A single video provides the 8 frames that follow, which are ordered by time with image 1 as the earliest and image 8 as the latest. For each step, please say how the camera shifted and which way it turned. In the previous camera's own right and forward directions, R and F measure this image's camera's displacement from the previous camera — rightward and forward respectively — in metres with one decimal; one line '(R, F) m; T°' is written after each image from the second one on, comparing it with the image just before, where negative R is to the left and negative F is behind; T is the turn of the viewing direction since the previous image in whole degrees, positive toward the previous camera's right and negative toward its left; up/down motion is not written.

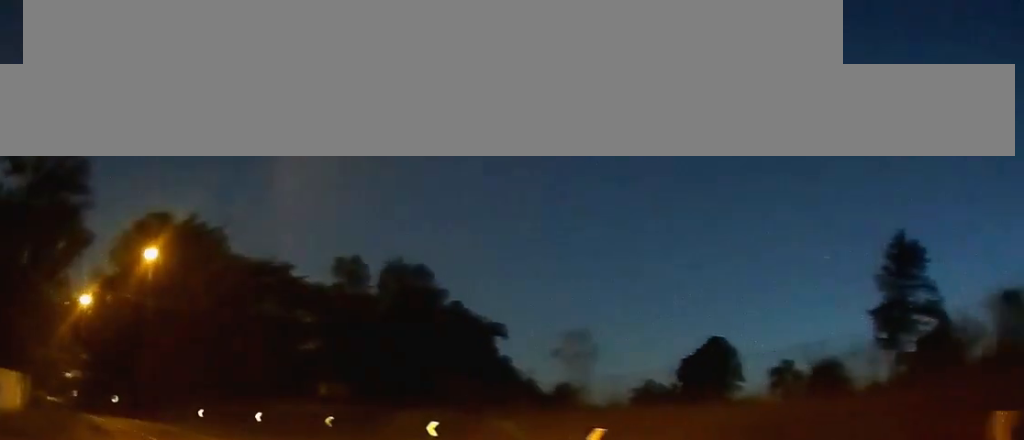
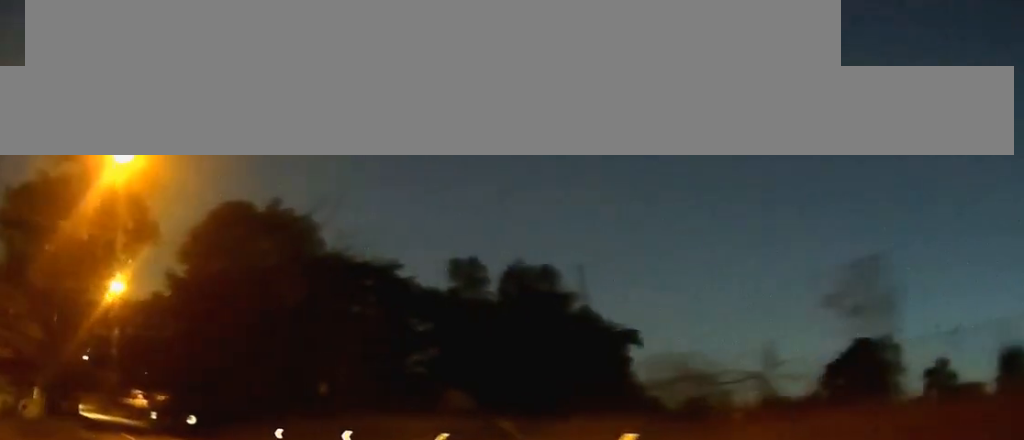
(-1.1, +14.1) m; -8°
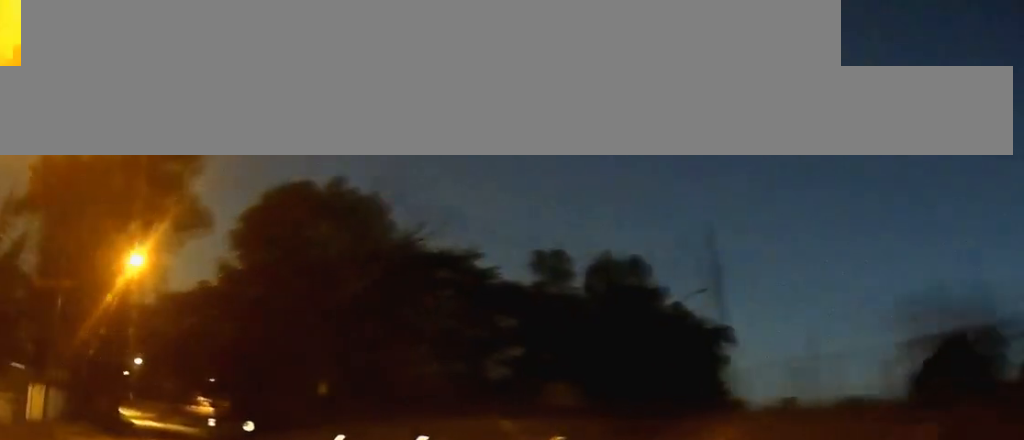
(-0.2, +8.5) m; -5°
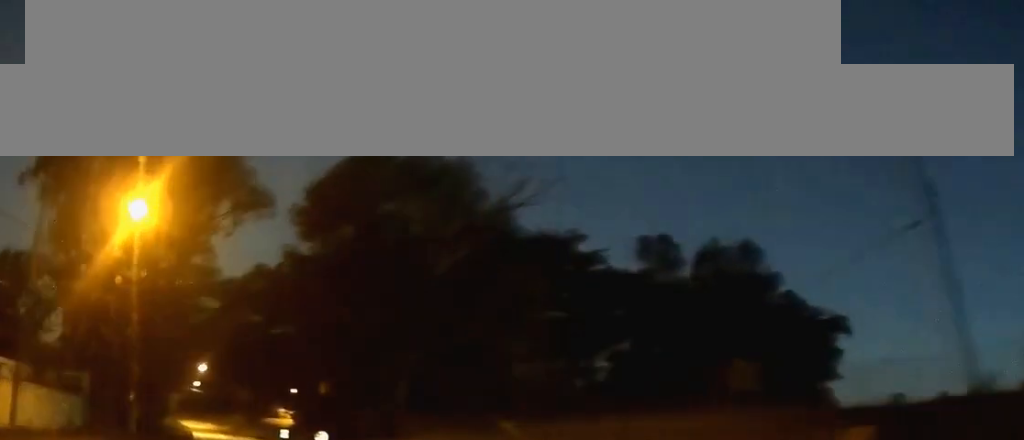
(-0.6, +10.6) m; -6°
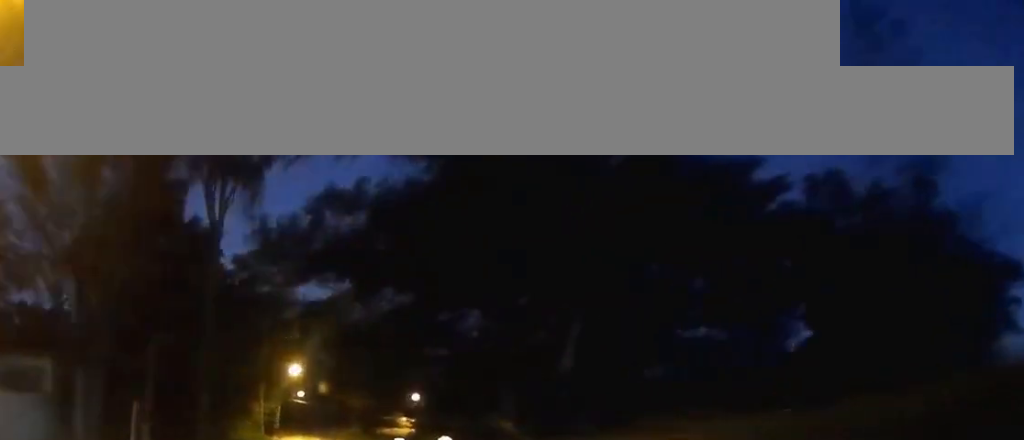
(-1.5, +18.3) m; -8°
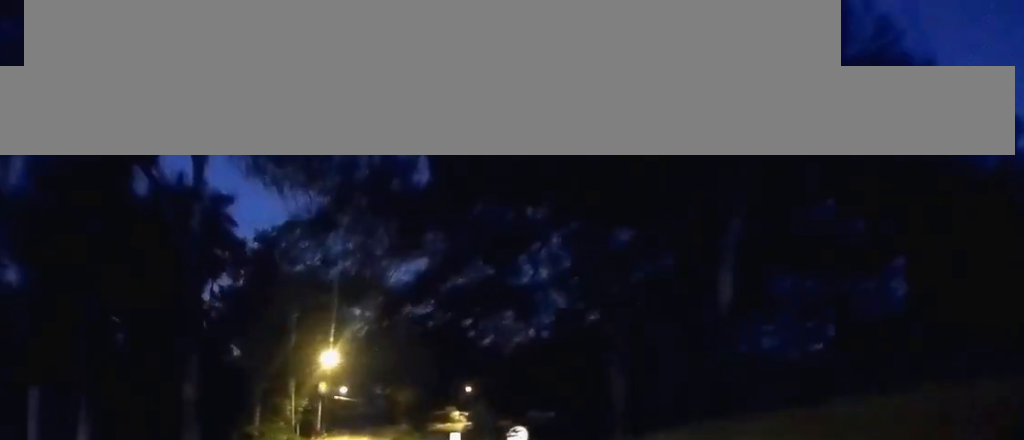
(-0.4, +11.6) m; -3°
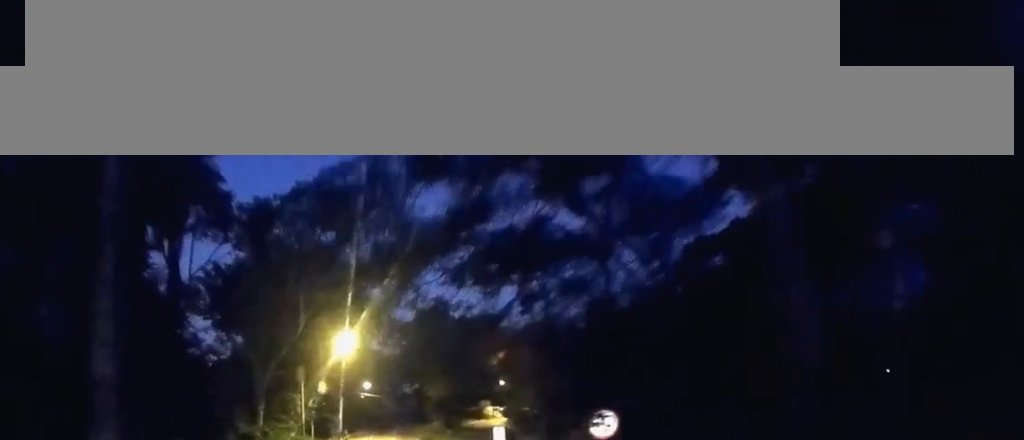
(-0.2, +11.2) m; -2°
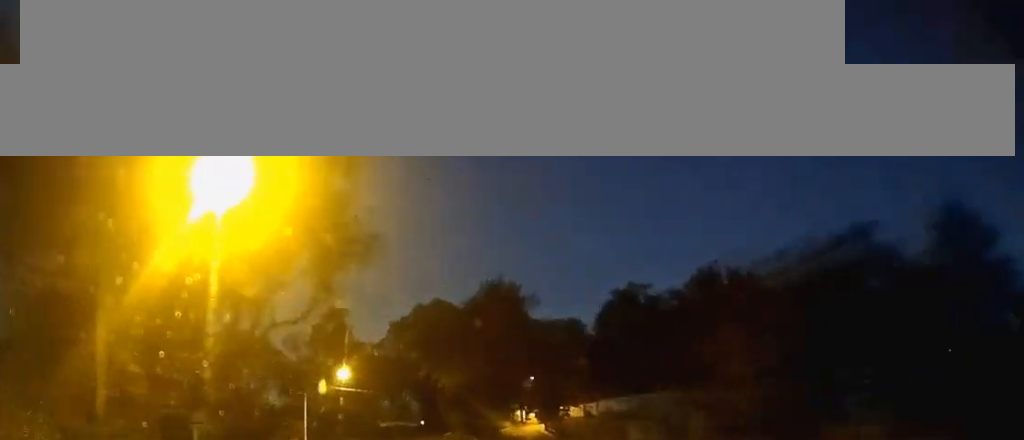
(-0.6, +40.7) m; -1°
